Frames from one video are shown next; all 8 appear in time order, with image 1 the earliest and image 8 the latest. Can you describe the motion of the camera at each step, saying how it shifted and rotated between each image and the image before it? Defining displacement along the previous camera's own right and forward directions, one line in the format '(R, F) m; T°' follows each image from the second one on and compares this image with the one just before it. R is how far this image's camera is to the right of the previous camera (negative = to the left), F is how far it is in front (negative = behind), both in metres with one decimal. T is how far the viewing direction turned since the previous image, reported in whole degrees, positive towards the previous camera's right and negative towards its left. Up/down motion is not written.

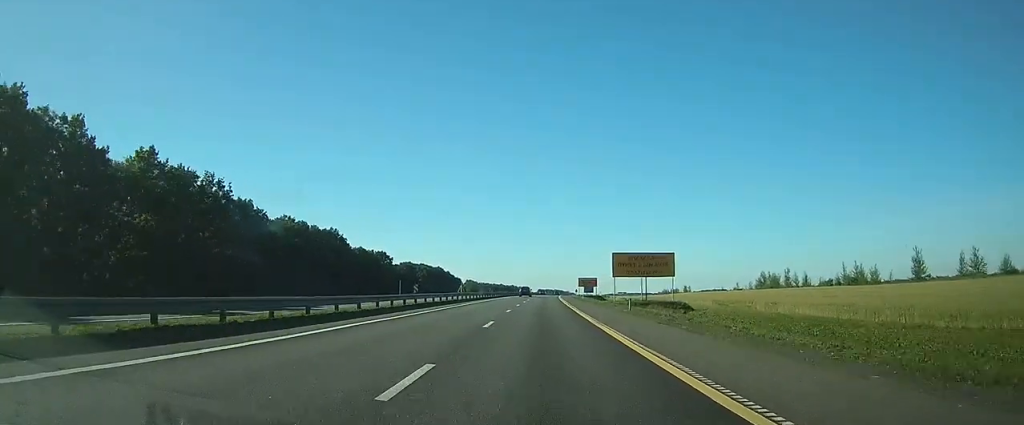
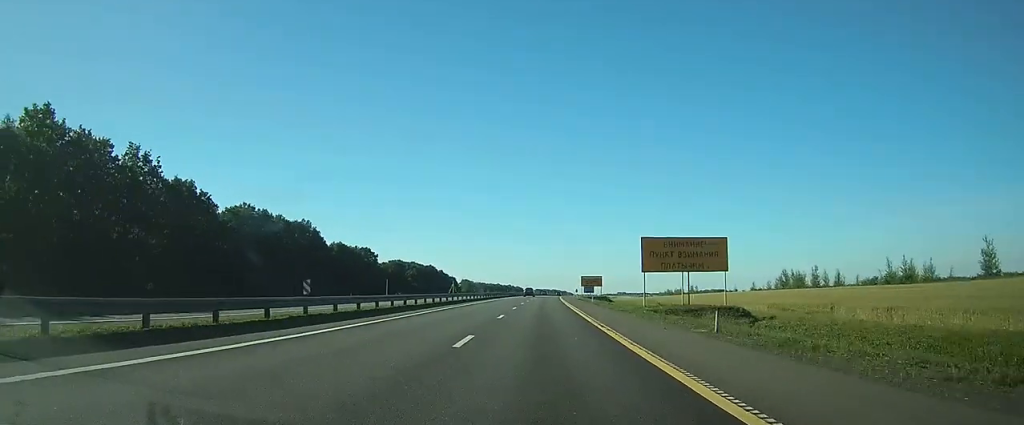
(+0.1, +18.2) m; 0°
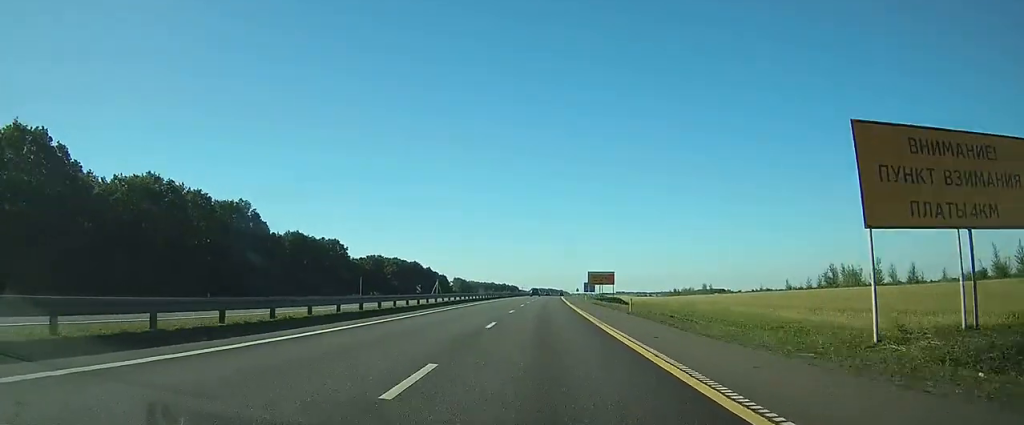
(0.0, +29.8) m; 0°
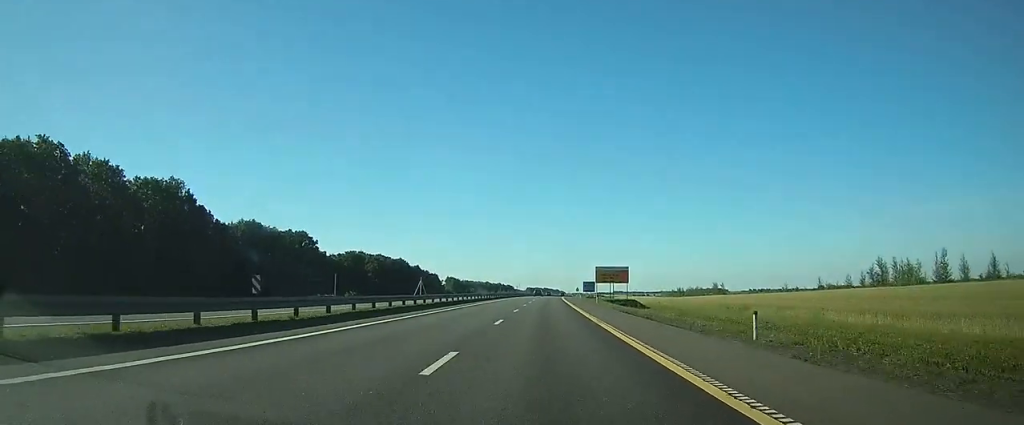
(+0.1, +22.3) m; +1°
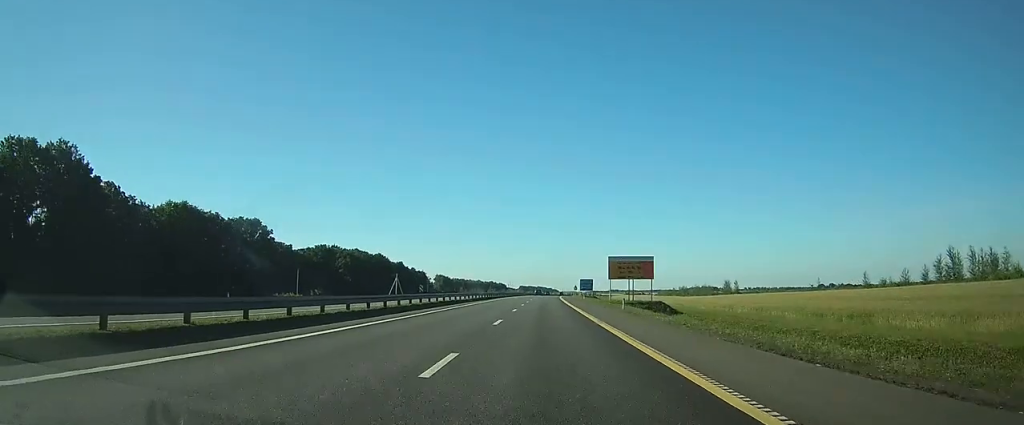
(+0.1, +24.4) m; 0°
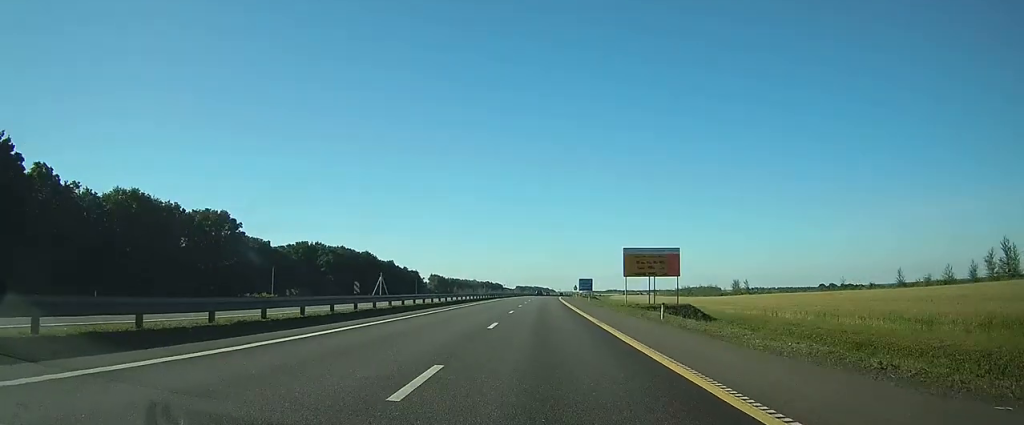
(0.0, +13.7) m; 0°
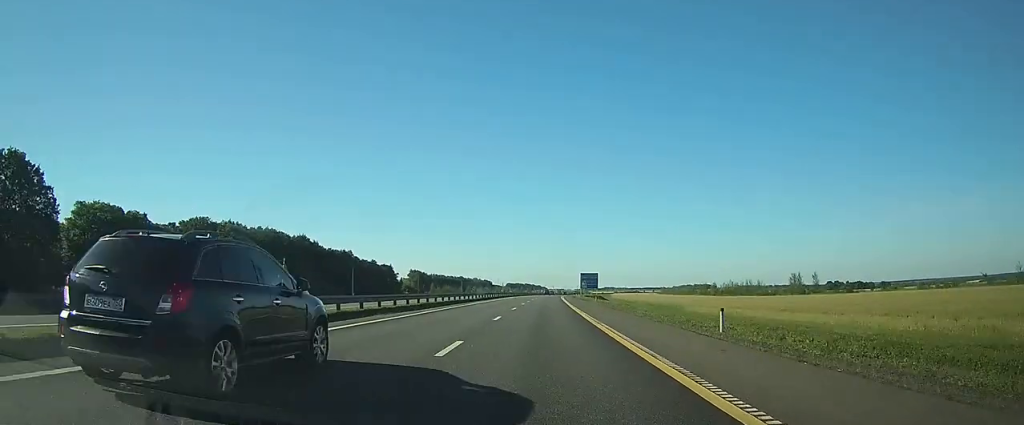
(+0.5, +56.6) m; +1°
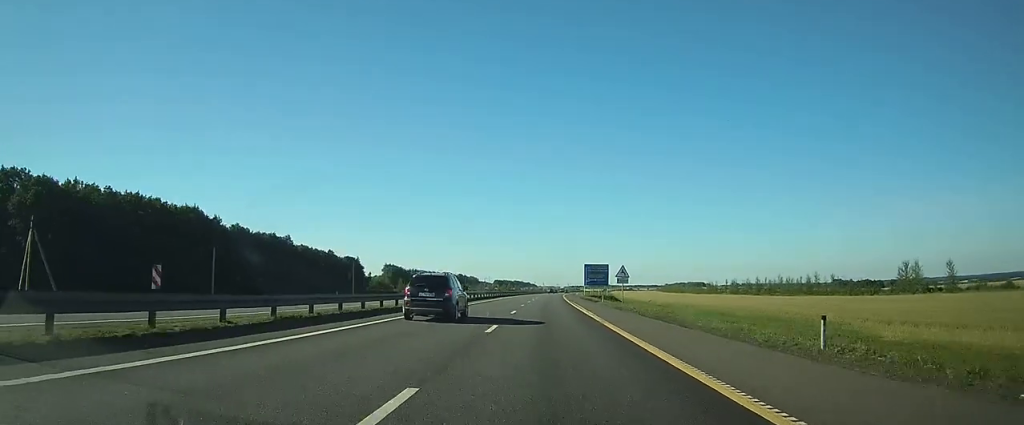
(+0.4, +54.9) m; +1°
